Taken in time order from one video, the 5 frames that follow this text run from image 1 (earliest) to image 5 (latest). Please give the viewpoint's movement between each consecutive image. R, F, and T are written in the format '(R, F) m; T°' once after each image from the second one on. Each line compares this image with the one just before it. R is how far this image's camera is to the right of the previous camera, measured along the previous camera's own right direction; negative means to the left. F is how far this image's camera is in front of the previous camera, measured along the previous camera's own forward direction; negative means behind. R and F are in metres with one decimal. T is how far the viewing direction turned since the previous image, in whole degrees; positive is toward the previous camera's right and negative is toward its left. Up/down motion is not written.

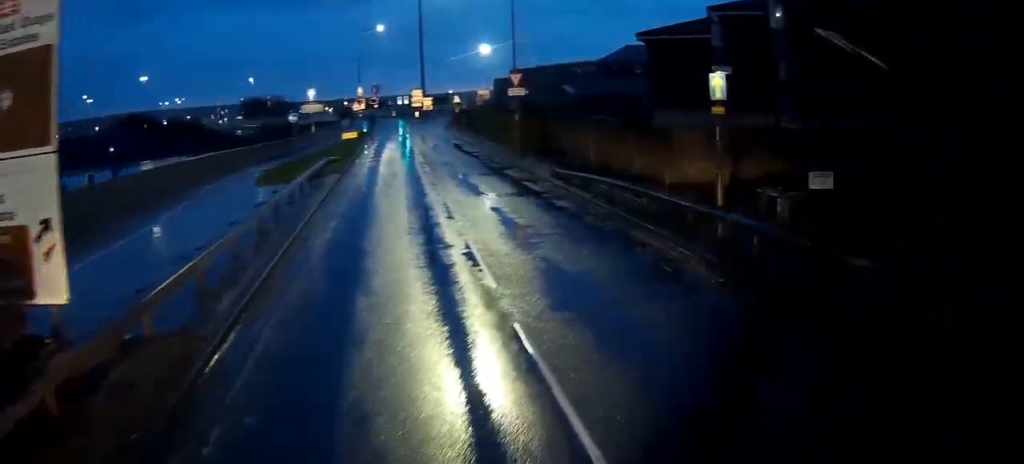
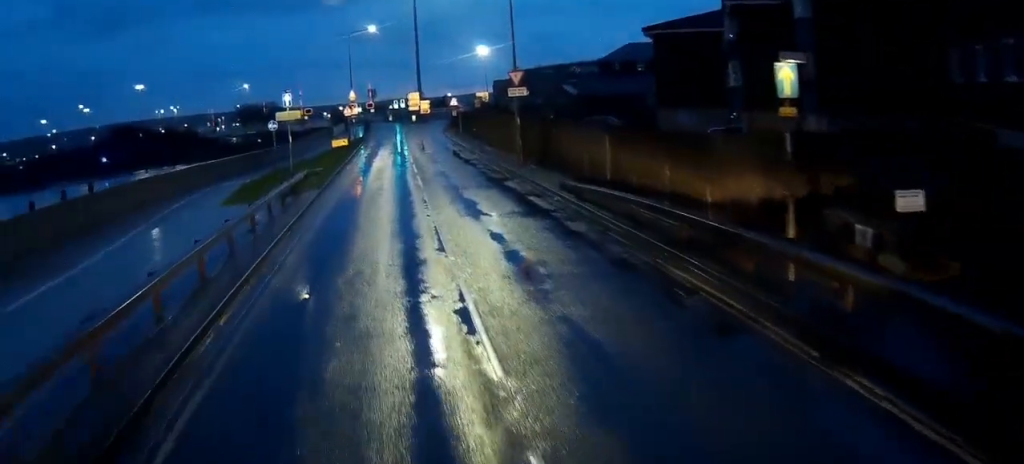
(+0.5, +3.8) m; -2°
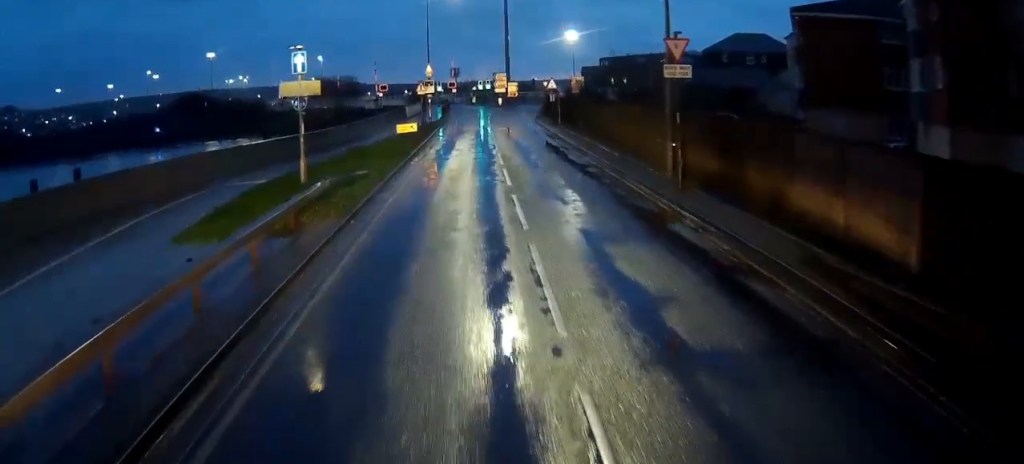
(-1.9, +9.1) m; -14°
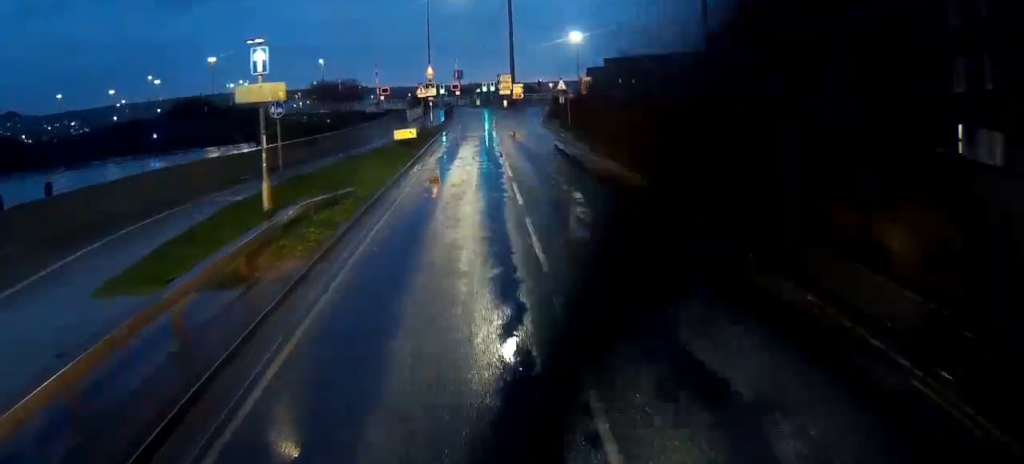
(-0.1, +2.5) m; +6°
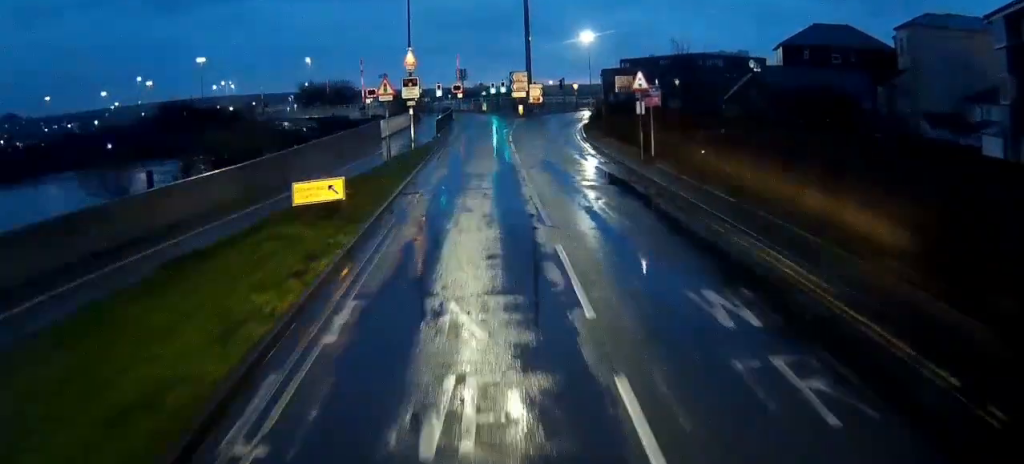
(+4.0, +22.1) m; +12°
